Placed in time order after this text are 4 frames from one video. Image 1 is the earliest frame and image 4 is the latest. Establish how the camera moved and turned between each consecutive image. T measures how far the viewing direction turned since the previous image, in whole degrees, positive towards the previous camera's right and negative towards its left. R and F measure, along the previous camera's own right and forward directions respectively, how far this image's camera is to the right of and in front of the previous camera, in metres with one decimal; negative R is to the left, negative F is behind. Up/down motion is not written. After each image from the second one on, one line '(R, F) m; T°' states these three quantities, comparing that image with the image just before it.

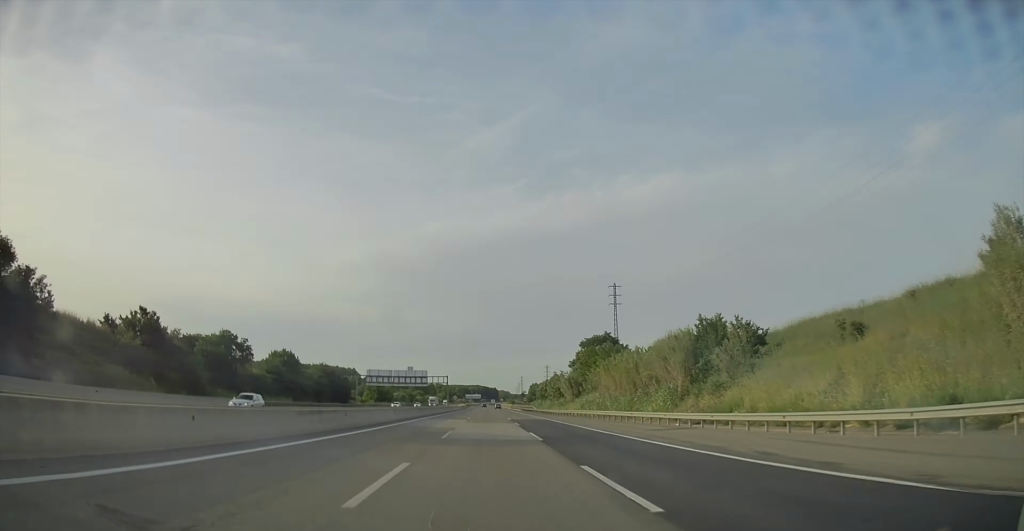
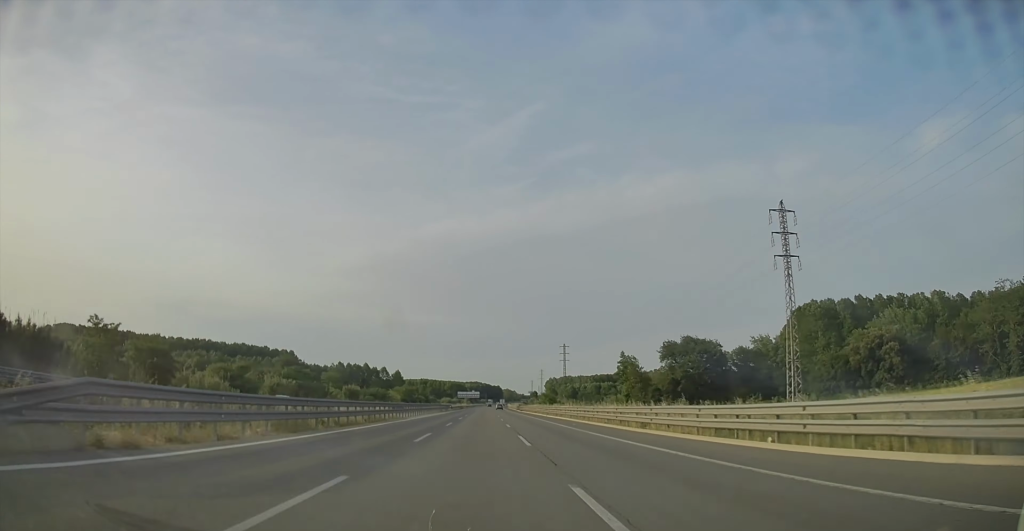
(-0.2, +201.8) m; 0°
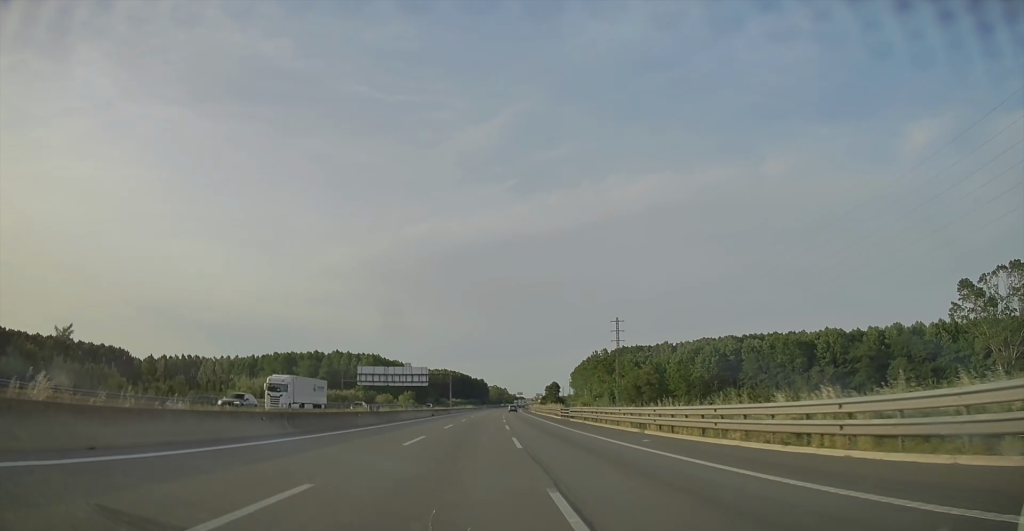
(+4.9, +317.3) m; +3°
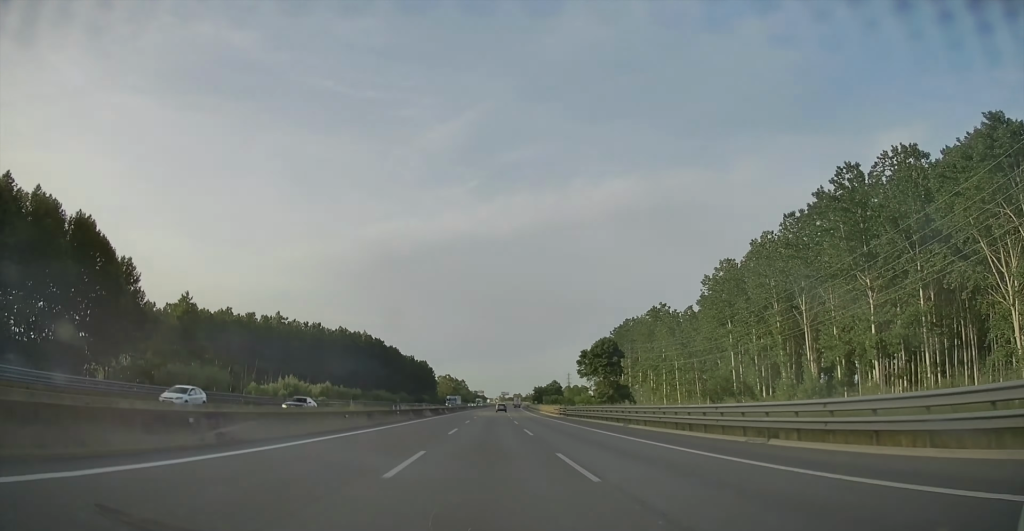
(+5.6, +237.4) m; +3°
